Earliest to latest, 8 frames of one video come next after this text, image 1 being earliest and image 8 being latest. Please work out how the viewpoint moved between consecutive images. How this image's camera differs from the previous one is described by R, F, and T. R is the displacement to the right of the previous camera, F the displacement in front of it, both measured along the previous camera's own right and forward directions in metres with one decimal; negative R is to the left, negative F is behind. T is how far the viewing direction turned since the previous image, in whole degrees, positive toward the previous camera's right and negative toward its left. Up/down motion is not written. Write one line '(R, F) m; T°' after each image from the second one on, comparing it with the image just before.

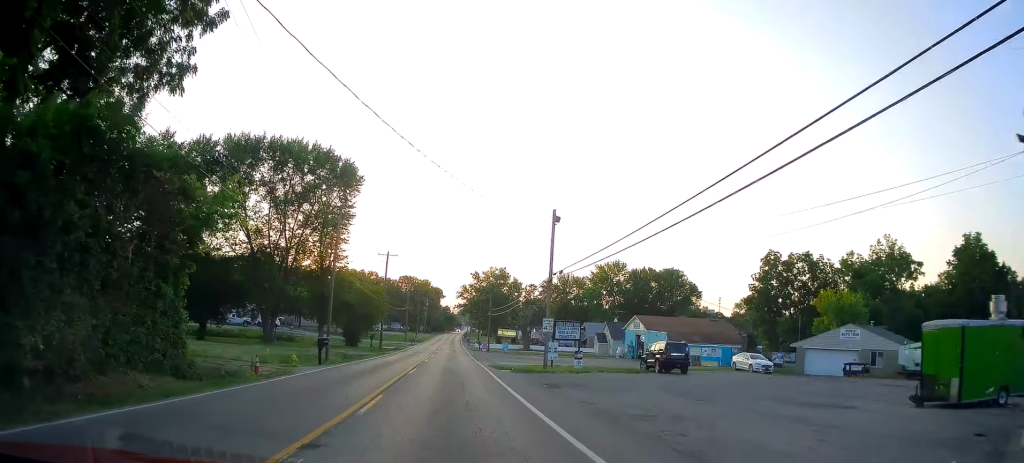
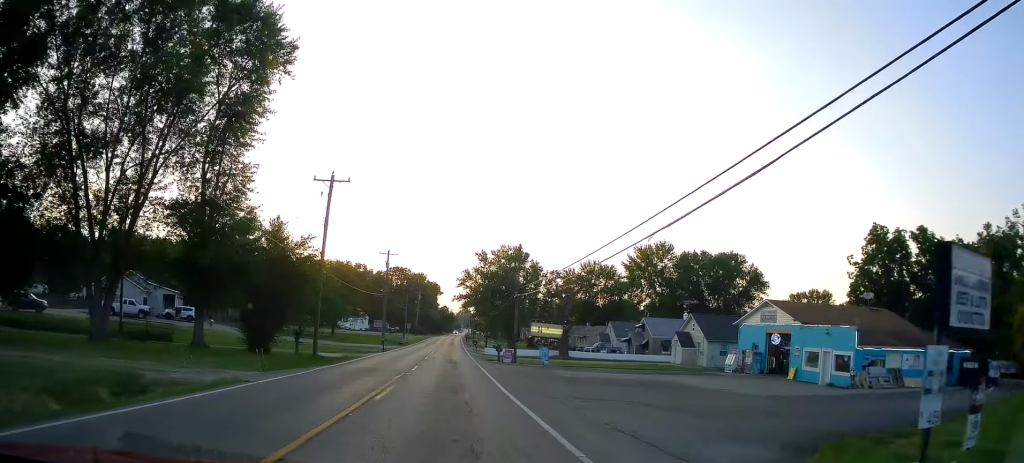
(-1.3, +33.8) m; -1°
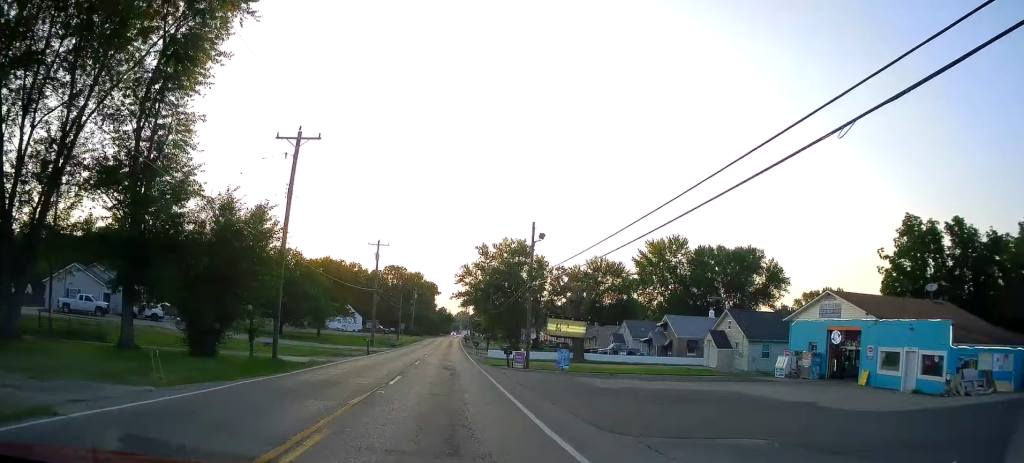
(+0.4, +8.3) m; +1°
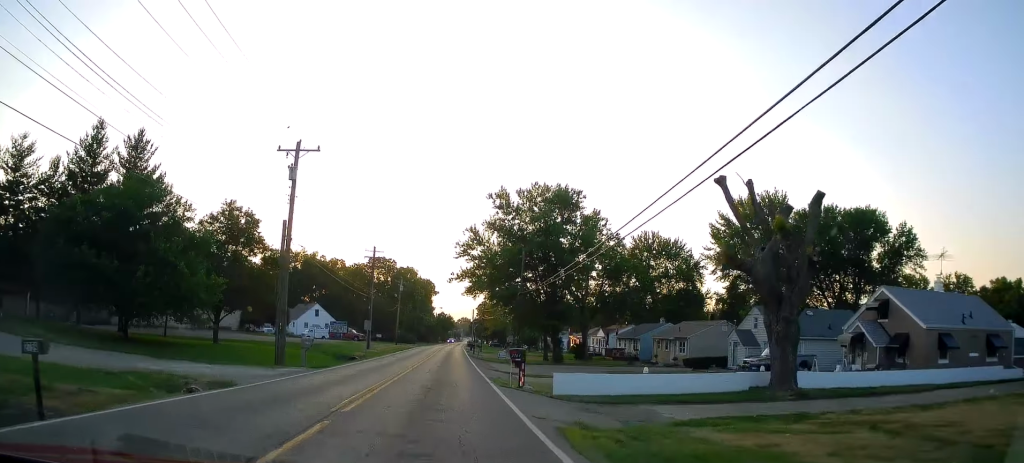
(+0.1, +35.9) m; -1°
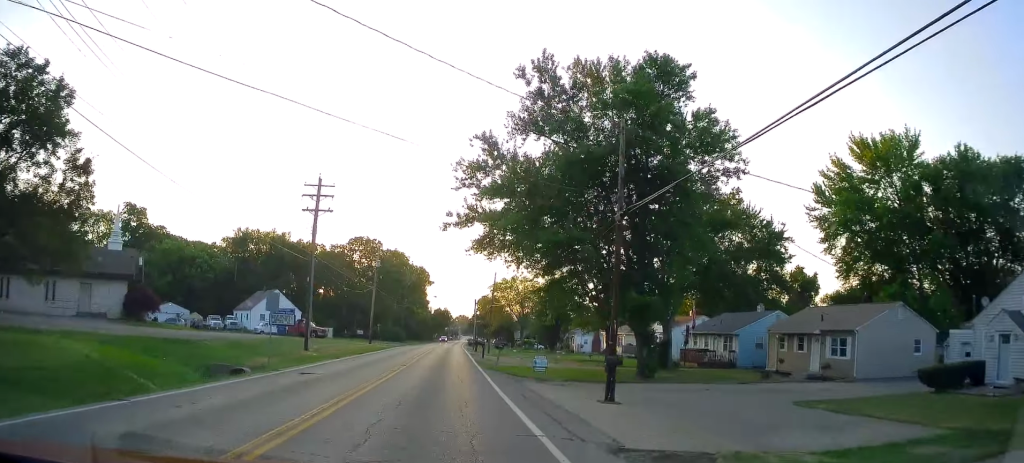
(0.0, +26.8) m; +2°
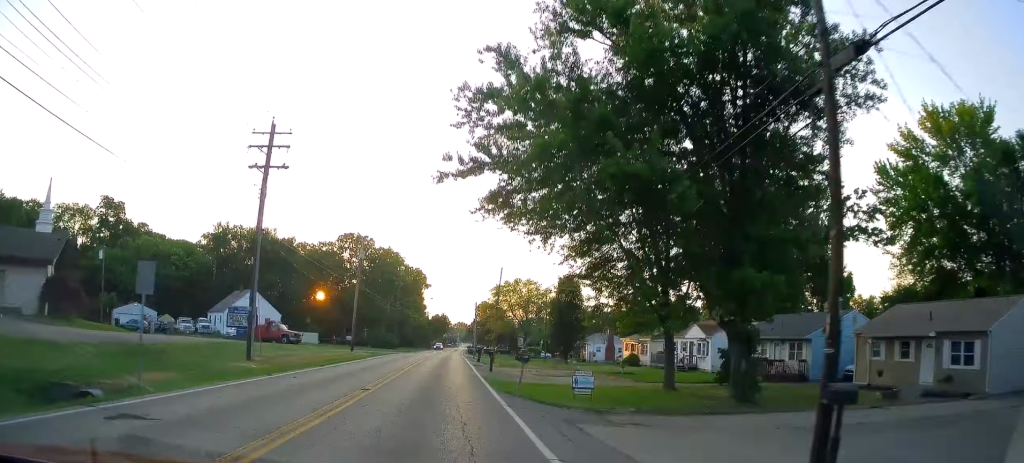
(+0.2, +10.8) m; +1°
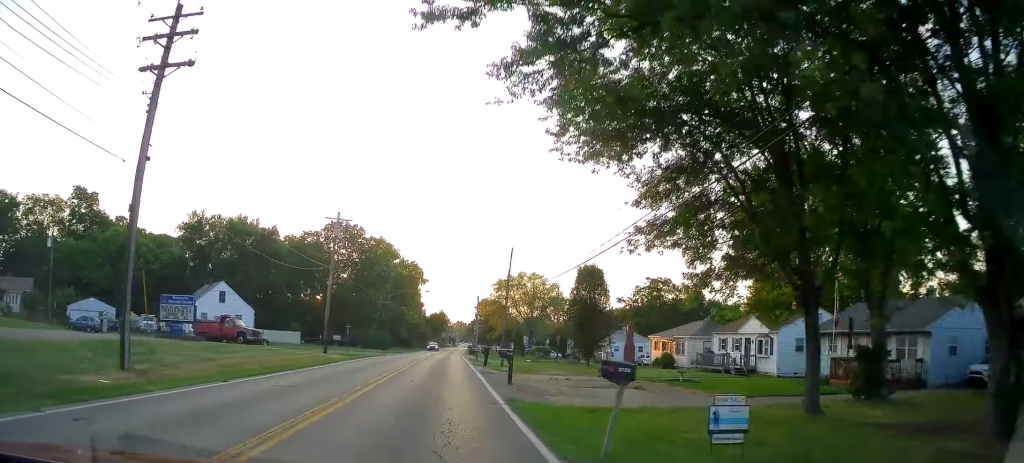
(+0.3, +11.4) m; +1°
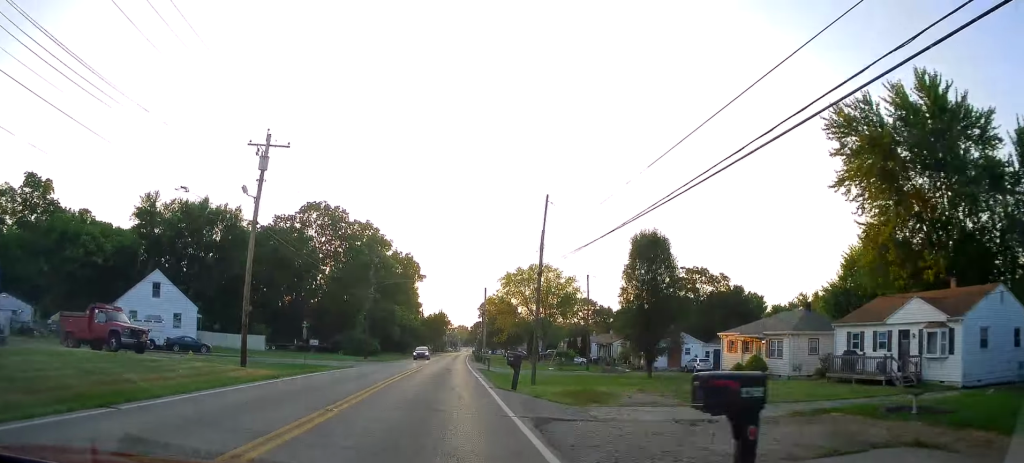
(+0.1, +17.9) m; 0°
